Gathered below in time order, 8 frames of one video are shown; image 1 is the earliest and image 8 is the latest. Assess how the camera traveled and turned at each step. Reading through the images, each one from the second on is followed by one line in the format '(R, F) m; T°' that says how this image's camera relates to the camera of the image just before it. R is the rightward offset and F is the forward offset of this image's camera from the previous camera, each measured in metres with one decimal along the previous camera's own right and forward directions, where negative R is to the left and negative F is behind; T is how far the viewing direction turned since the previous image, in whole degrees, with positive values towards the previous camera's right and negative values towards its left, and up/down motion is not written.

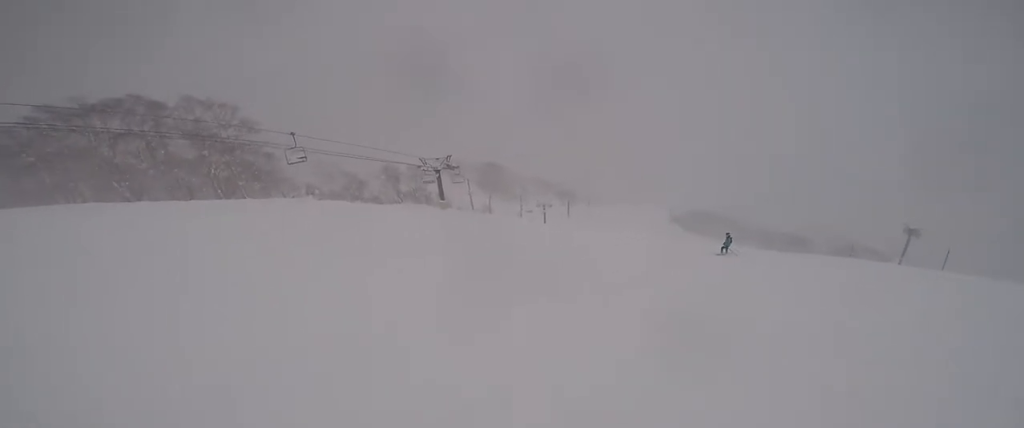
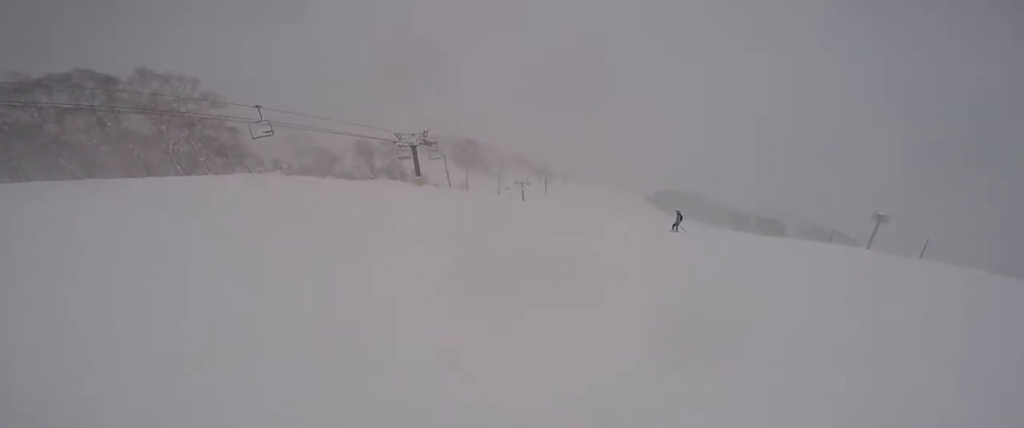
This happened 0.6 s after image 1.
(+0.2, +1.5) m; +4°
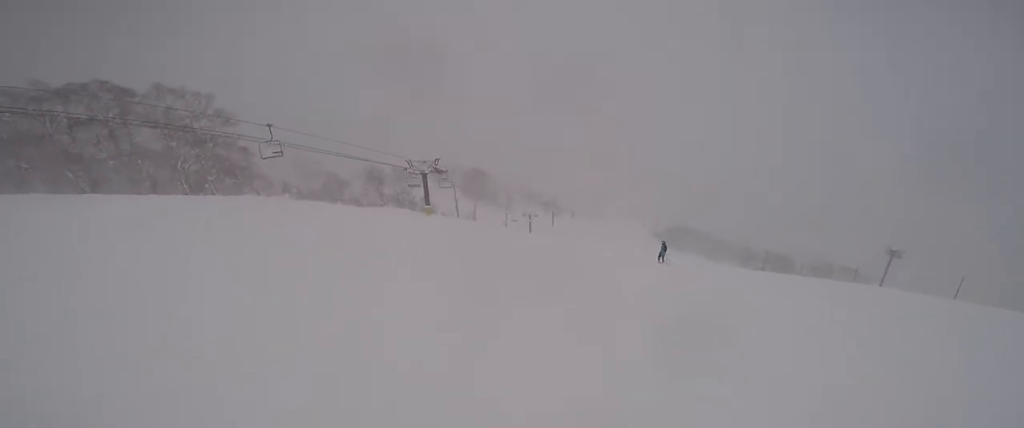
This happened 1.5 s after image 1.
(+0.1, +2.3) m; +2°
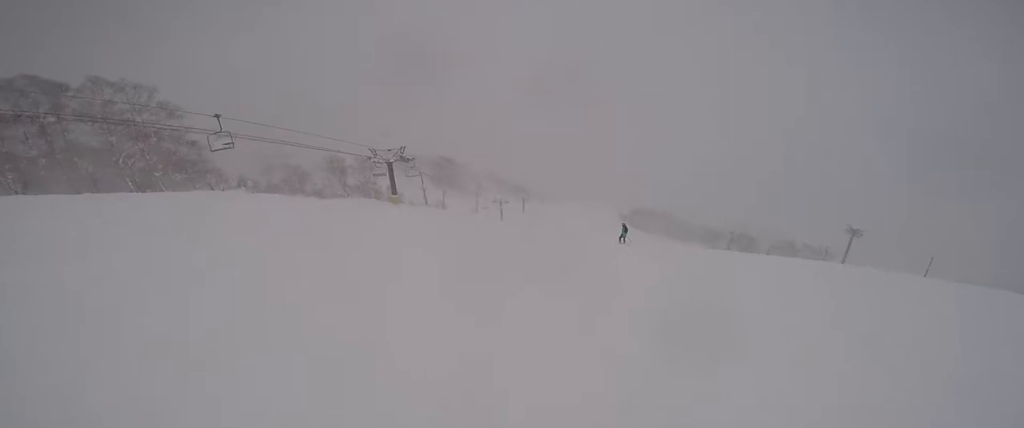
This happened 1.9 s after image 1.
(0.0, +1.3) m; +1°
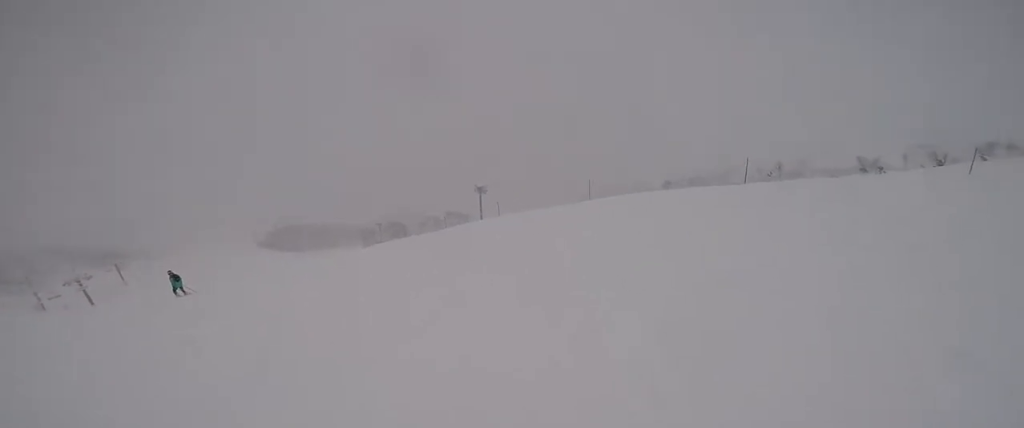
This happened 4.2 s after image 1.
(+3.4, +5.9) m; +55°
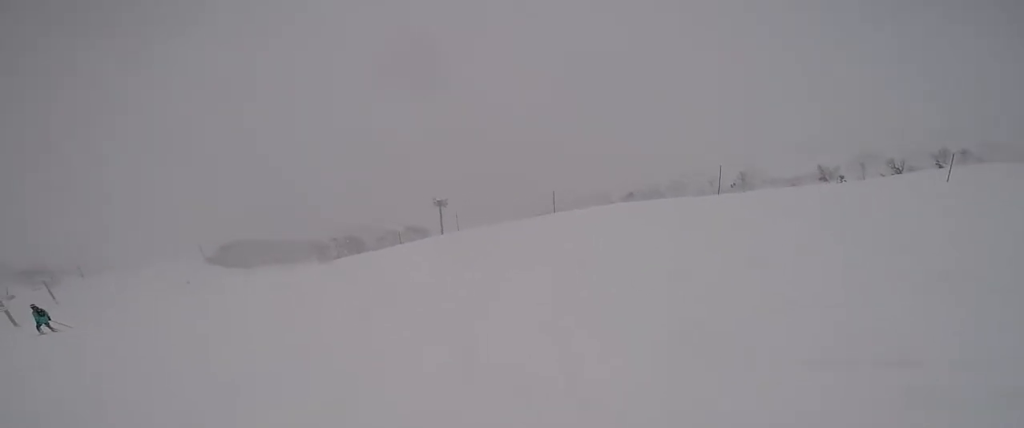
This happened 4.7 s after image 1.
(+0.4, +2.3) m; -4°
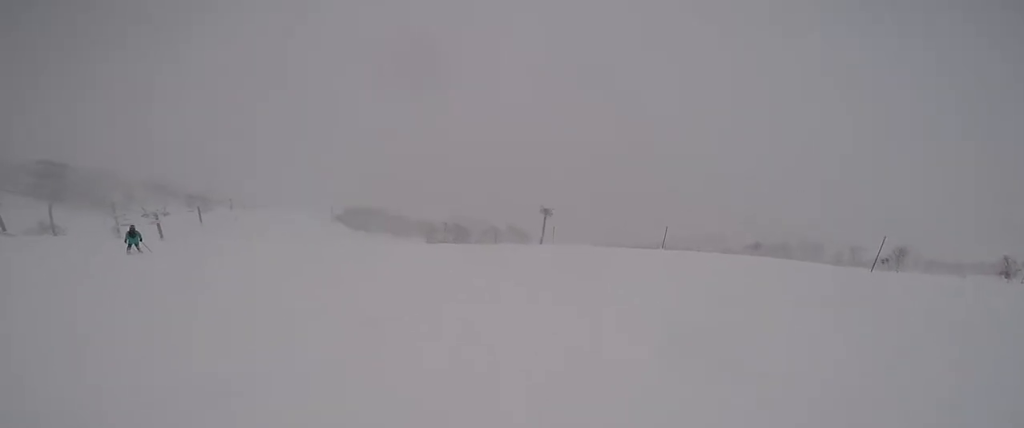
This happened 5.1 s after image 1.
(-0.1, +1.8) m; -9°
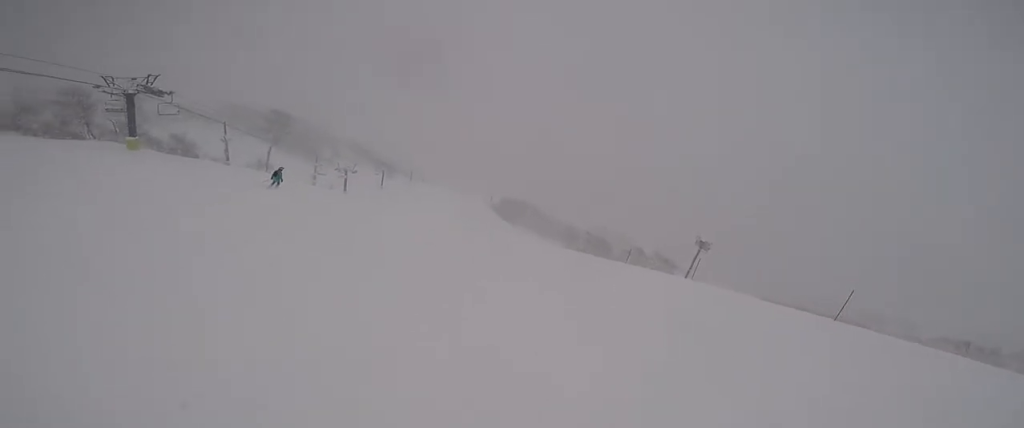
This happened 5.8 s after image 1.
(-0.5, +3.0) m; -21°
